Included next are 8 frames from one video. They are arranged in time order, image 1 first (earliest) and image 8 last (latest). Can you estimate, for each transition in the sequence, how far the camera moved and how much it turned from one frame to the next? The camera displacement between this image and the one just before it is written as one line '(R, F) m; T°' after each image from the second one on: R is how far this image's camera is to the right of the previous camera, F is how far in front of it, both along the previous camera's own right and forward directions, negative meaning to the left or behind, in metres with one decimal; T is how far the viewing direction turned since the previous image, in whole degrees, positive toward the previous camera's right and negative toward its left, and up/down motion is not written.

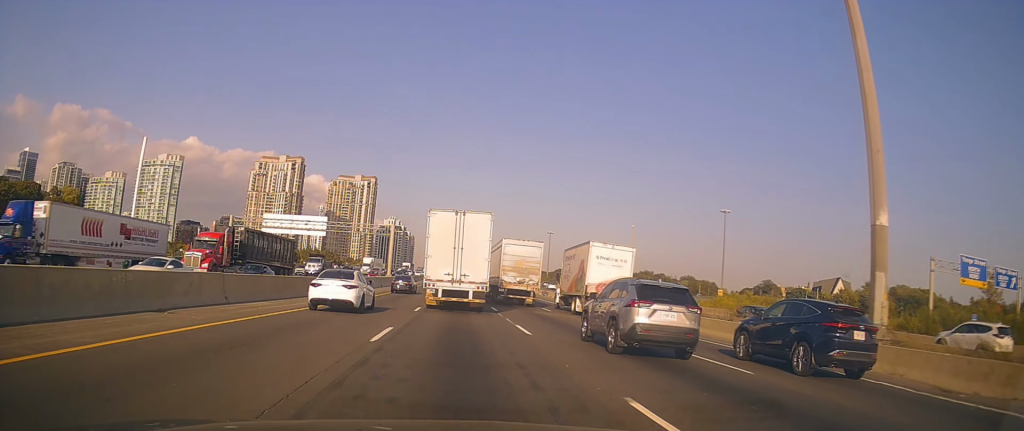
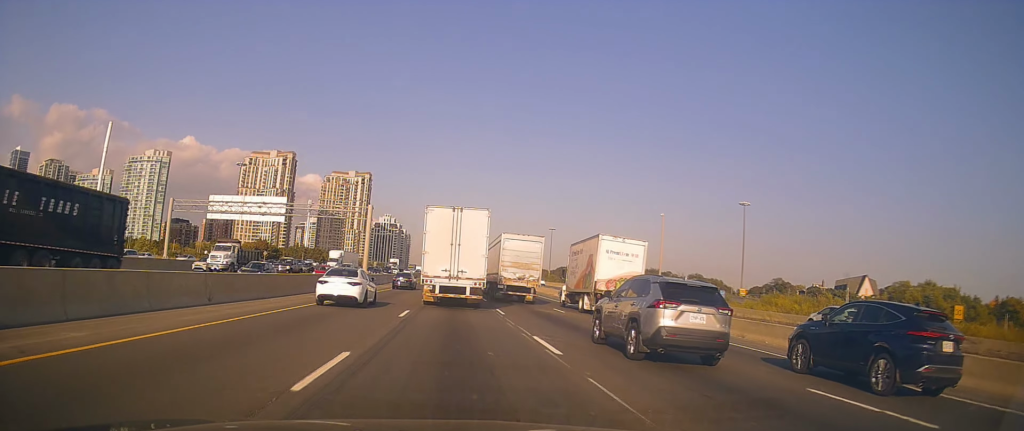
(+0.2, +17.2) m; +1°
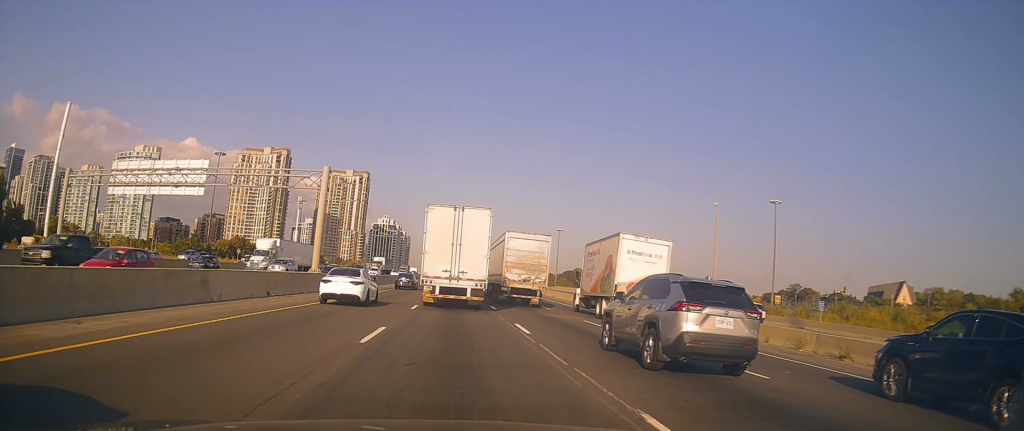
(-0.1, +19.6) m; -1°
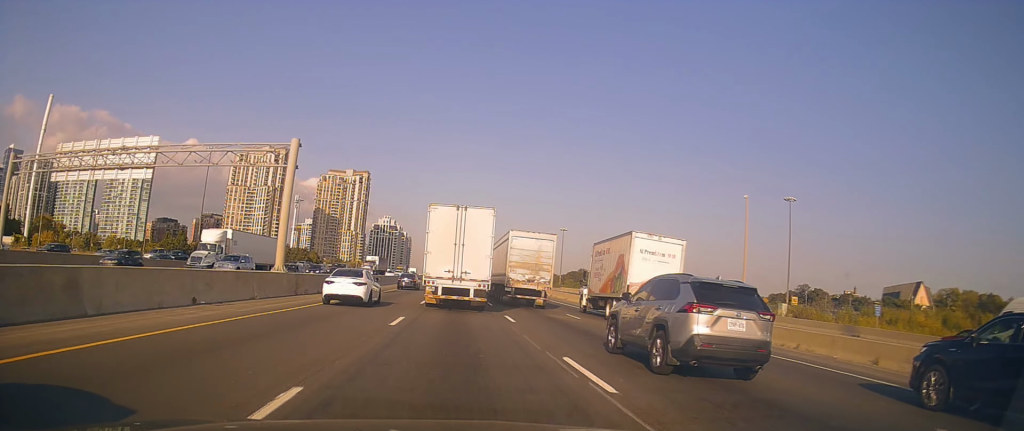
(-0.1, +7.6) m; 0°
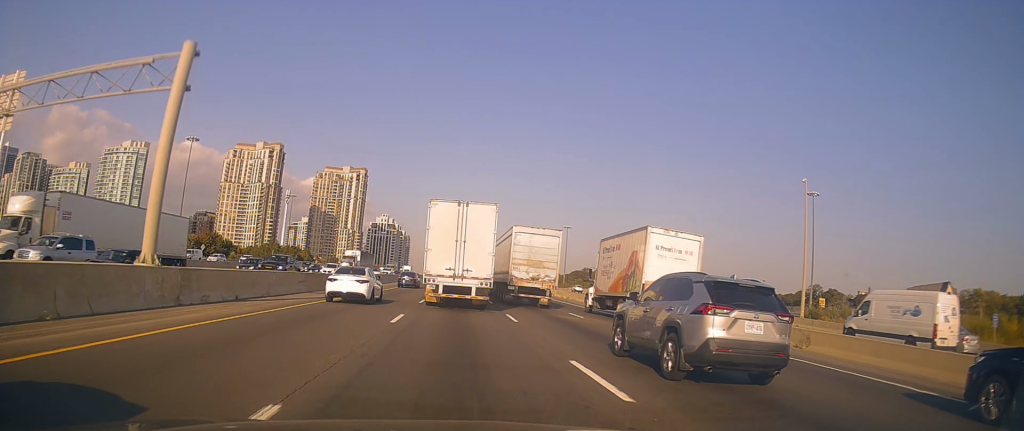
(0.0, +12.6) m; 0°
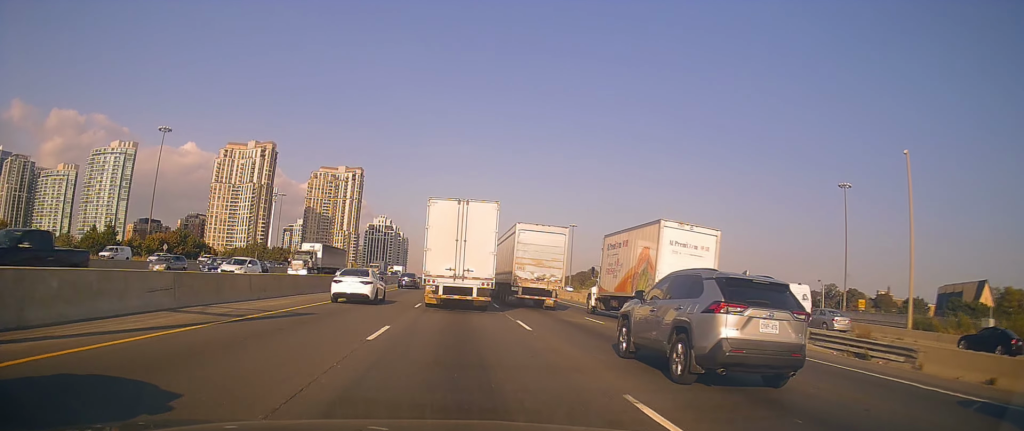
(0.0, +15.8) m; -1°
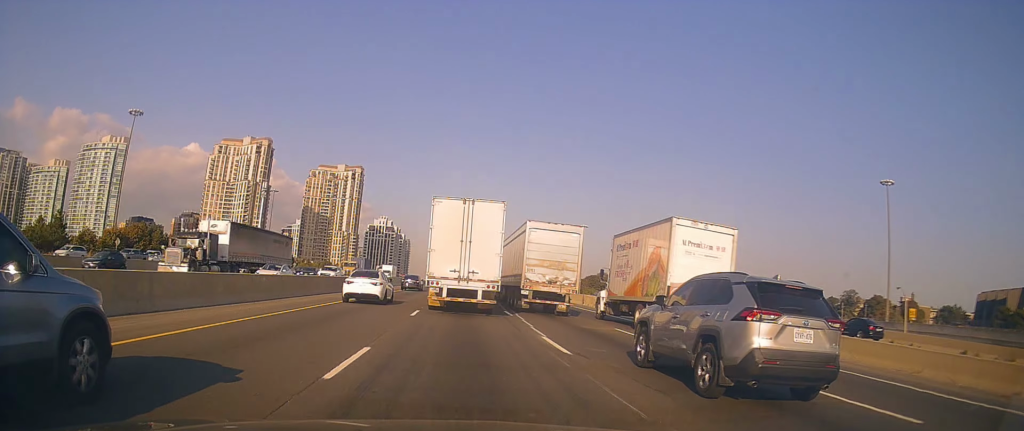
(-0.2, +16.7) m; 0°
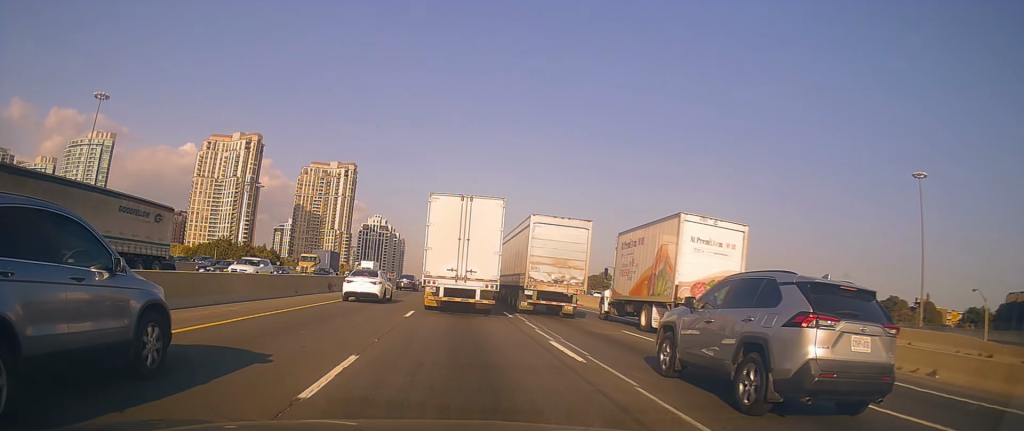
(+0.4, +13.3) m; +2°
